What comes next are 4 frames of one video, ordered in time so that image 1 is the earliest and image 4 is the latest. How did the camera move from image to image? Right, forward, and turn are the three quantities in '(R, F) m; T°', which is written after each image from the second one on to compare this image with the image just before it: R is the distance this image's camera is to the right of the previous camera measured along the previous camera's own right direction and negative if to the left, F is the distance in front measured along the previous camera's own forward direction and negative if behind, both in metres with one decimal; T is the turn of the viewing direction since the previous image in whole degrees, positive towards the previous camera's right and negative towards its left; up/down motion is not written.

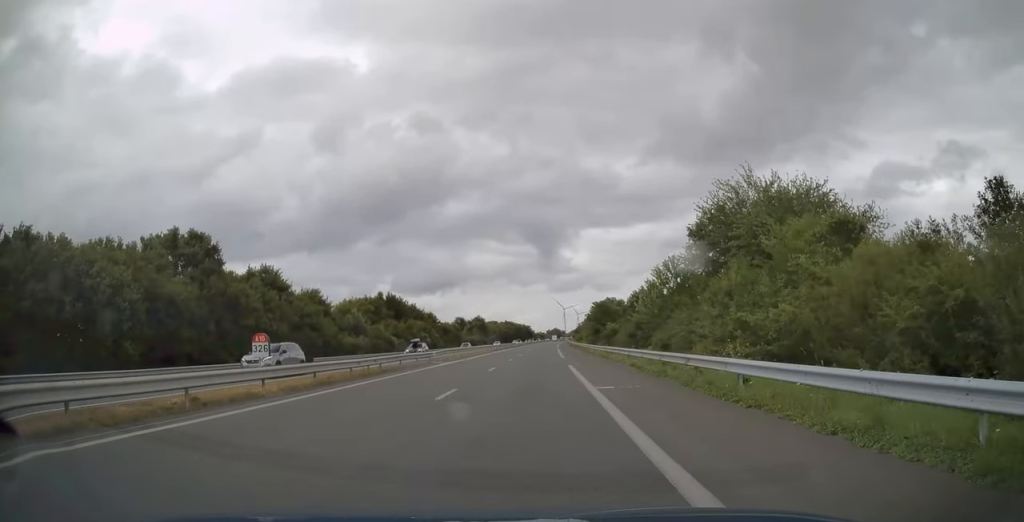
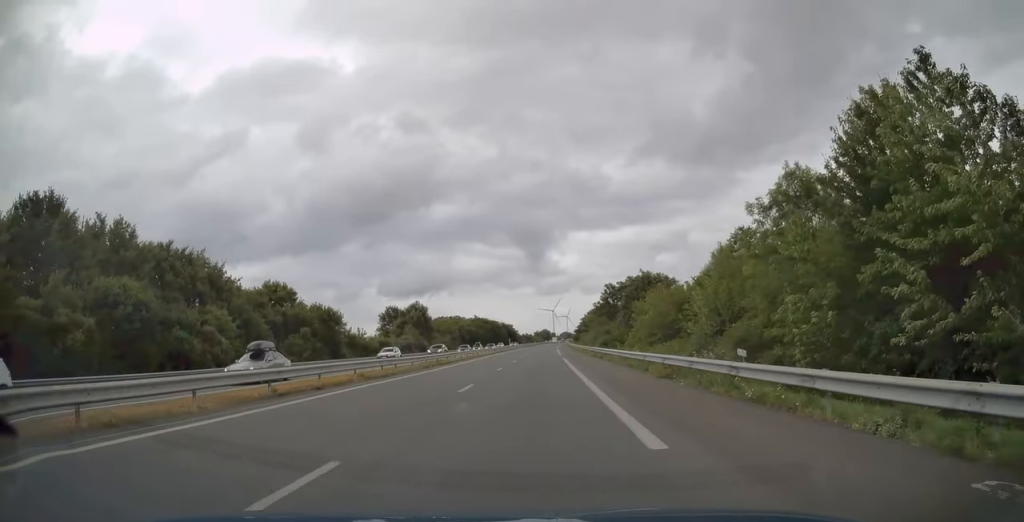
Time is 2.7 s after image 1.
(+0.5, +87.9) m; +1°
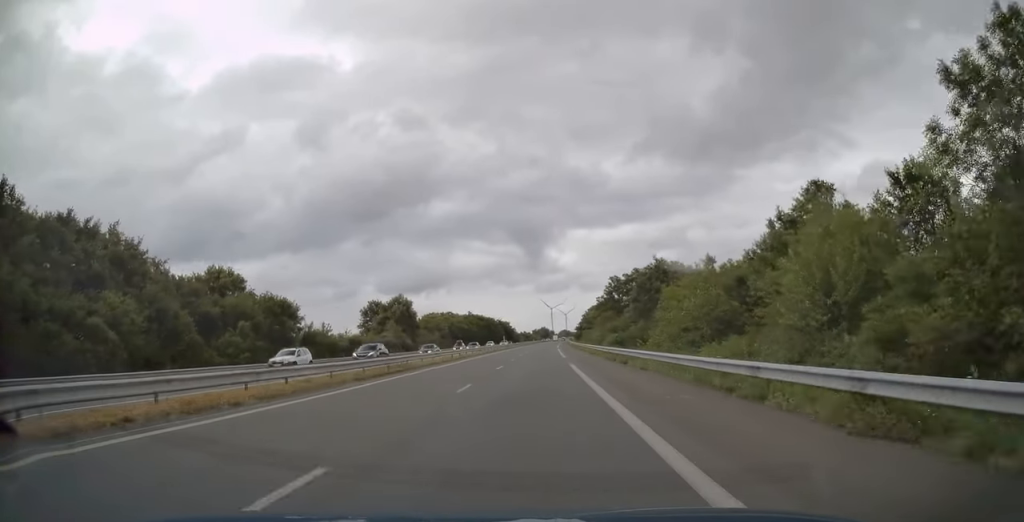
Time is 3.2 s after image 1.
(+0.2, +13.5) m; 0°
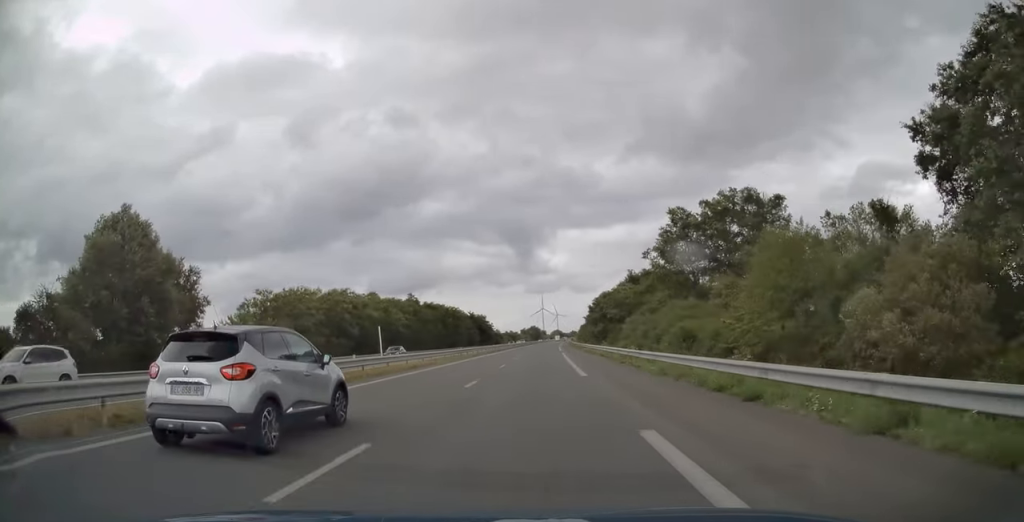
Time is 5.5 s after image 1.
(+0.4, +76.4) m; +1°
